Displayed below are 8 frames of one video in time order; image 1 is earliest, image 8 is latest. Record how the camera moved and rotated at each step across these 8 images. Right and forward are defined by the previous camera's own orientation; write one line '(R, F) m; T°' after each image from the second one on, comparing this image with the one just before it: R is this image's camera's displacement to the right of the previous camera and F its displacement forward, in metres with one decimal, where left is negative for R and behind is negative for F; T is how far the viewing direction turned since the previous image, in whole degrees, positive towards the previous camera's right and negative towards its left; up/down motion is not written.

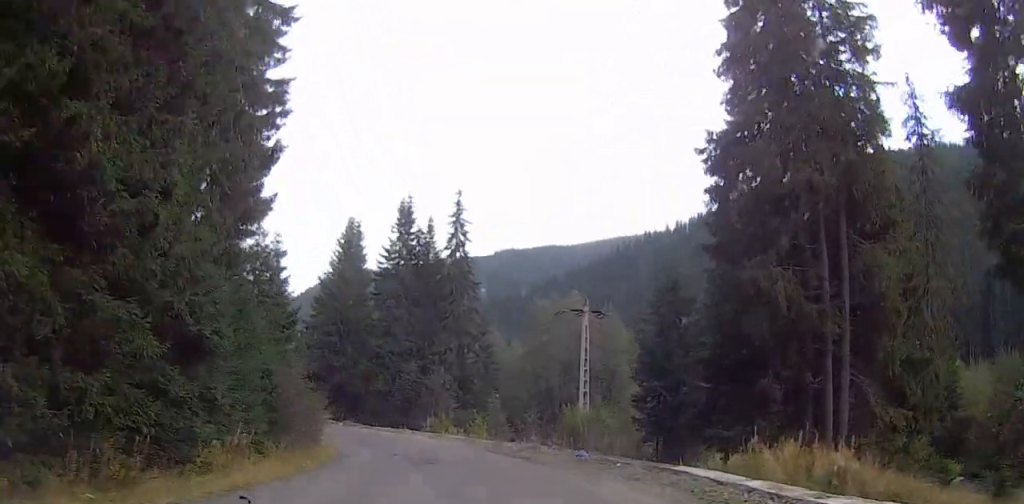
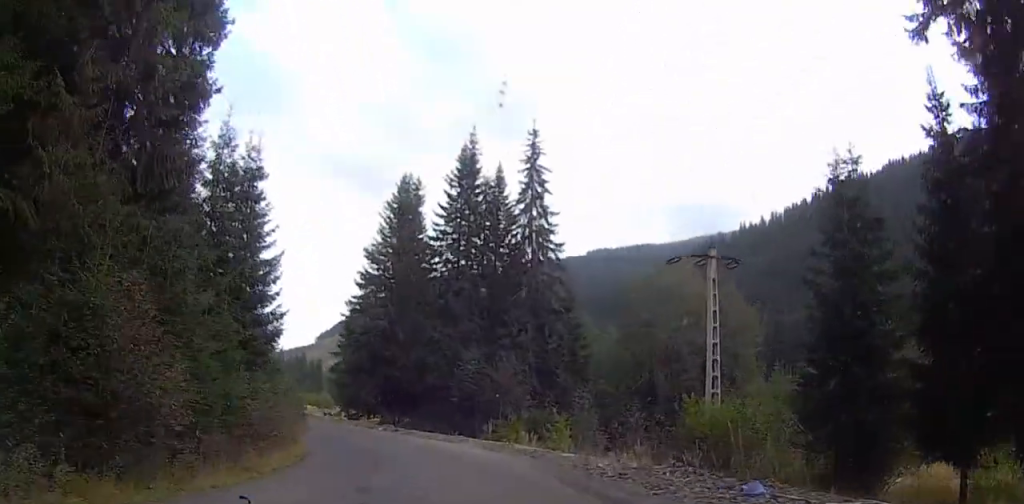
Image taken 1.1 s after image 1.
(-1.5, +14.9) m; -14°
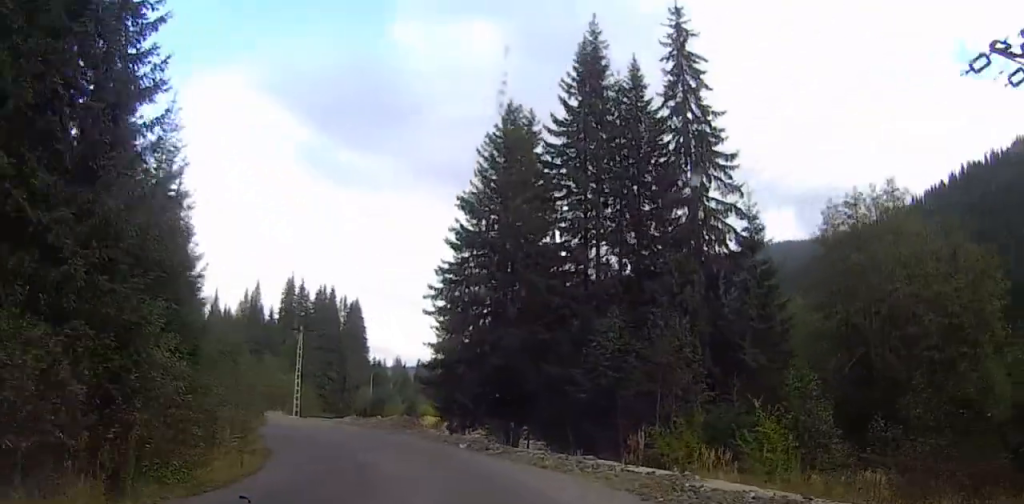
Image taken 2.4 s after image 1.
(-2.4, +16.9) m; -10°
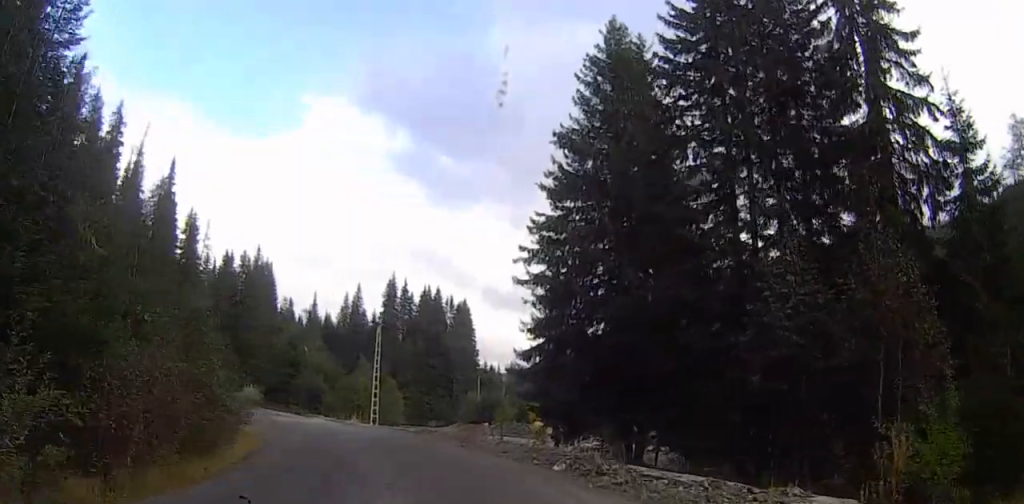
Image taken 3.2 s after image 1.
(-0.2, +10.7) m; -7°
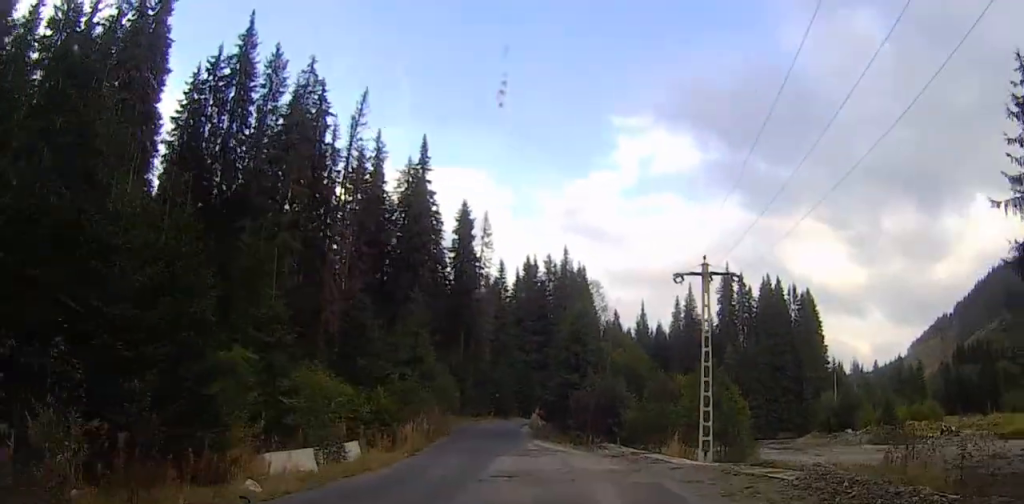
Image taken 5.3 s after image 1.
(-5.7, +24.5) m; -24°
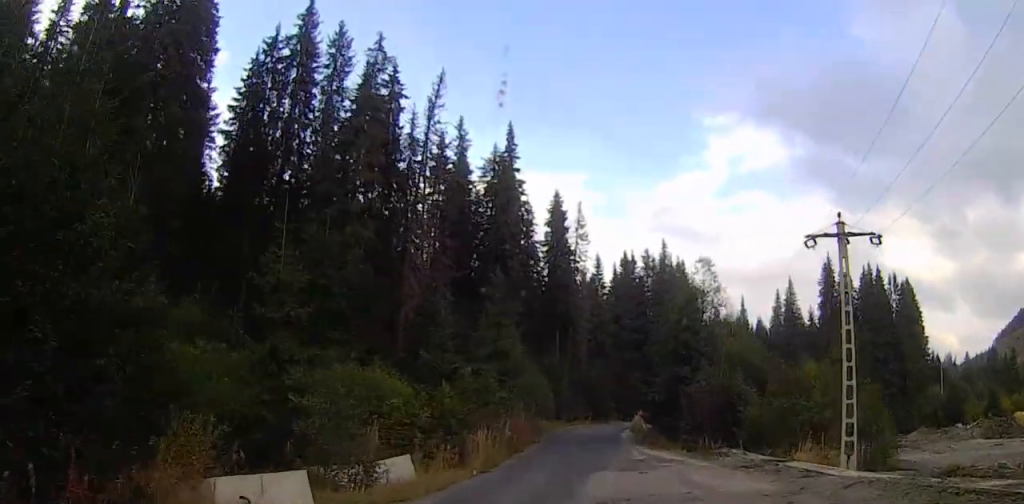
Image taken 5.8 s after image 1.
(+0.4, +7.1) m; -6°
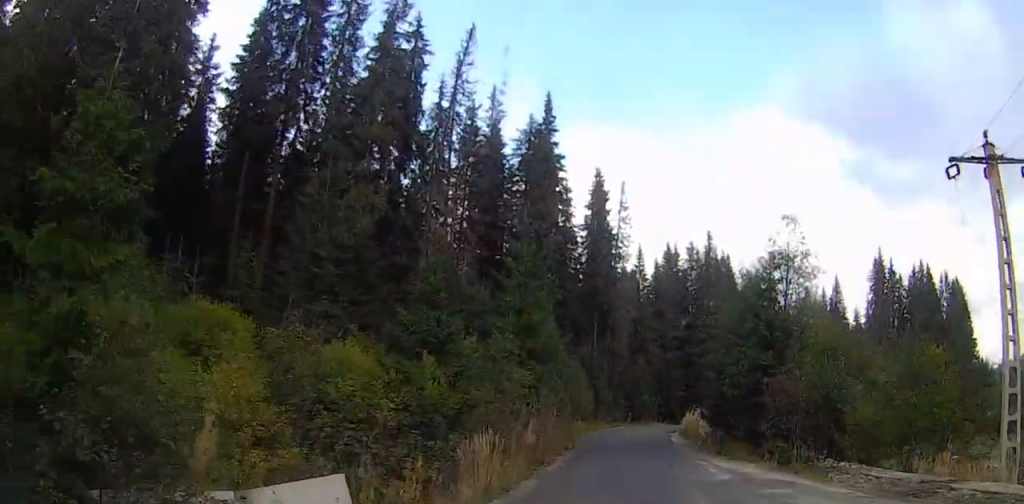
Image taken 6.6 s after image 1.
(-1.5, +9.7) m; -5°
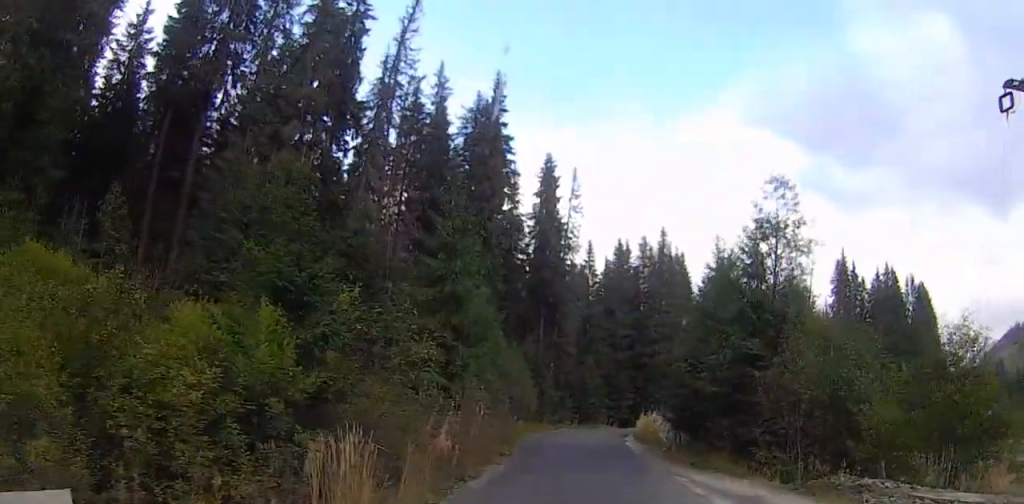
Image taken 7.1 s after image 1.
(-0.3, +6.0) m; -1°
